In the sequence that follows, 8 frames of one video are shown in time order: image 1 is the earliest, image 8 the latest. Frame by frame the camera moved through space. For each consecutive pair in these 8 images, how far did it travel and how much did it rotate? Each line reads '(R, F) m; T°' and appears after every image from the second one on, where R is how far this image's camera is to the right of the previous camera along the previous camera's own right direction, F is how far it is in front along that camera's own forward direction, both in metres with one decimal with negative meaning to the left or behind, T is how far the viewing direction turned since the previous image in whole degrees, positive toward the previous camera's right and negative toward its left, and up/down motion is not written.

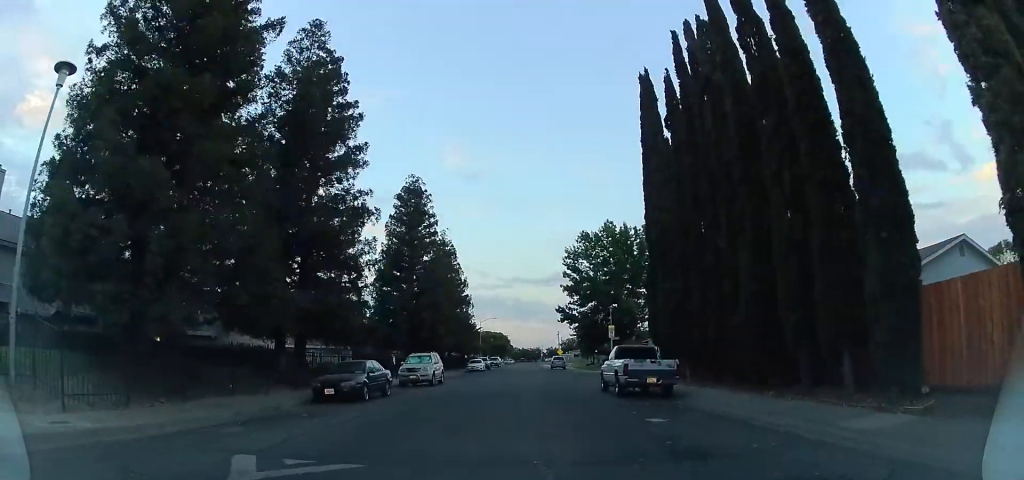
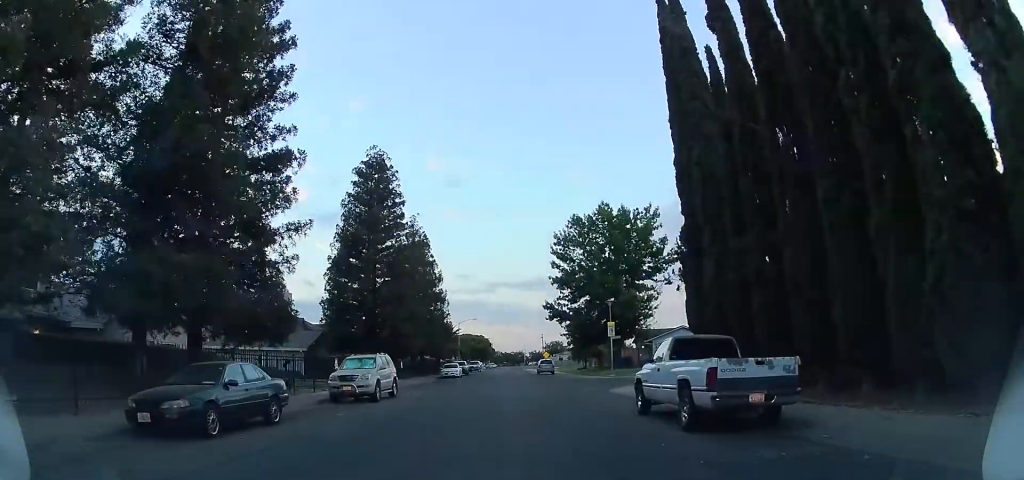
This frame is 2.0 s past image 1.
(0.0, +8.7) m; 0°
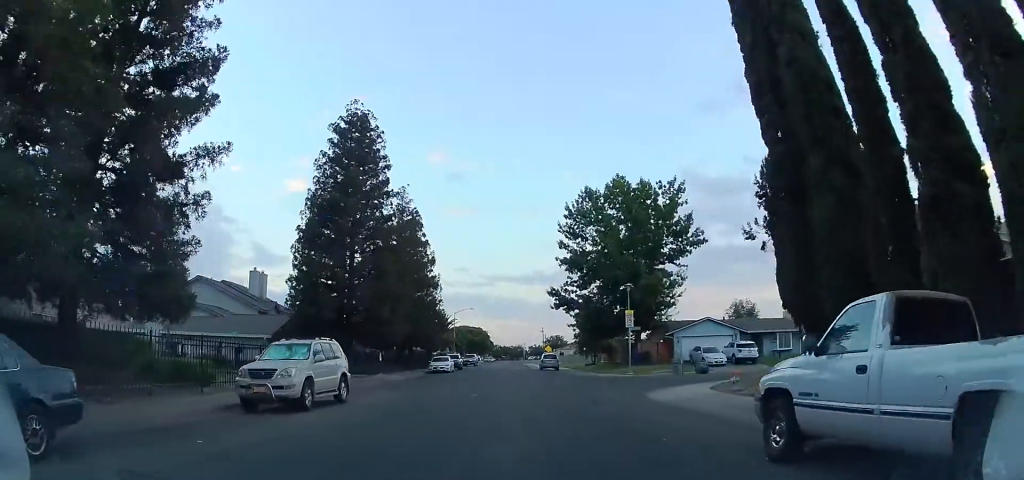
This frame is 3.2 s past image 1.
(0.0, +6.2) m; 0°
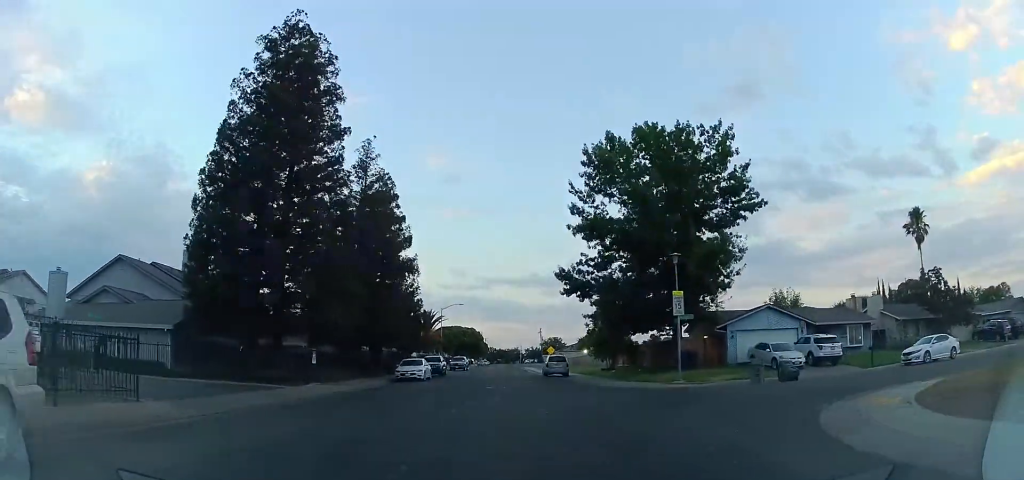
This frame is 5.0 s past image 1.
(0.0, +11.3) m; 0°
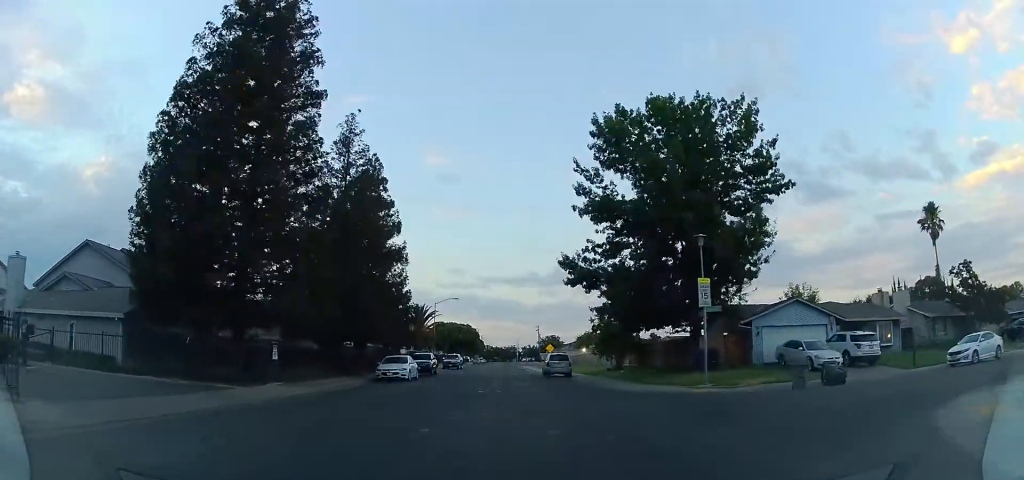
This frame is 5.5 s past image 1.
(0.0, +4.1) m; 0°
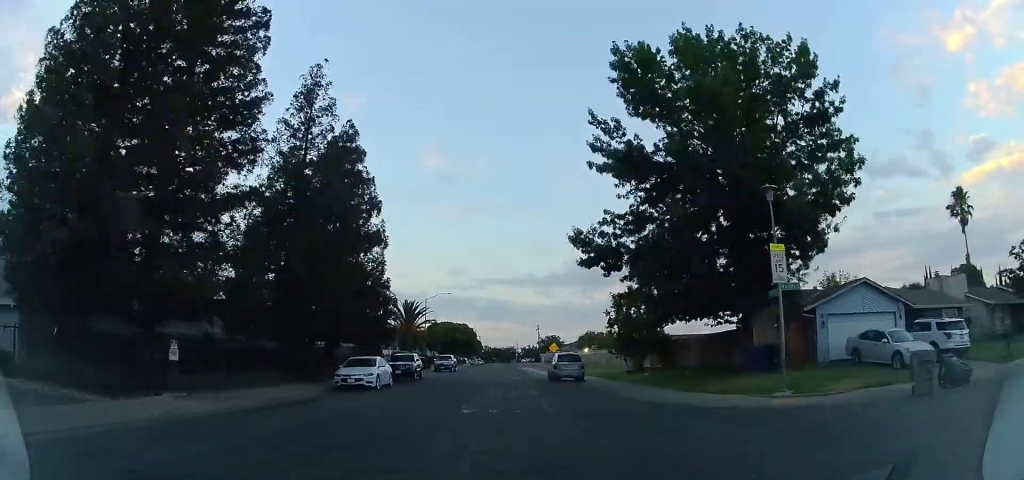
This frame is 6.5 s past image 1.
(0.0, +6.9) m; 0°
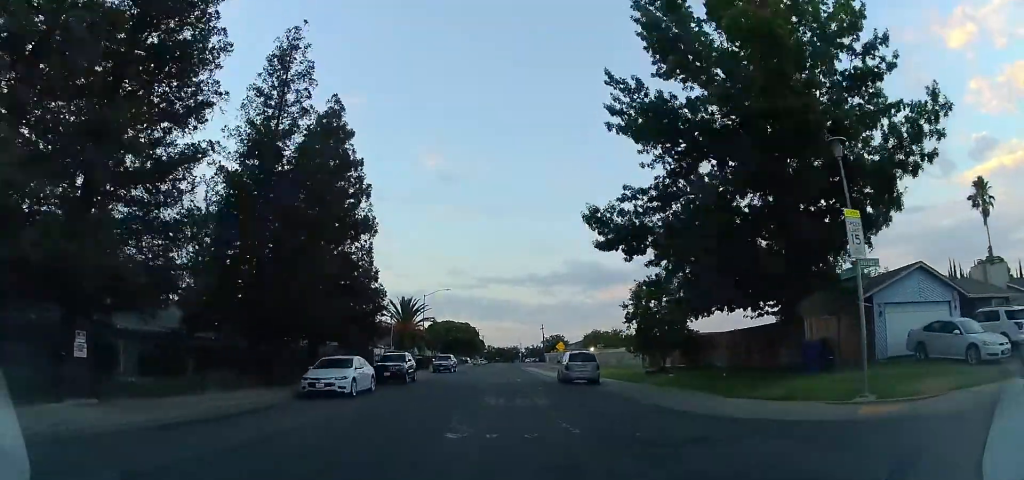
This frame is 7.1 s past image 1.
(0.0, +4.0) m; 0°
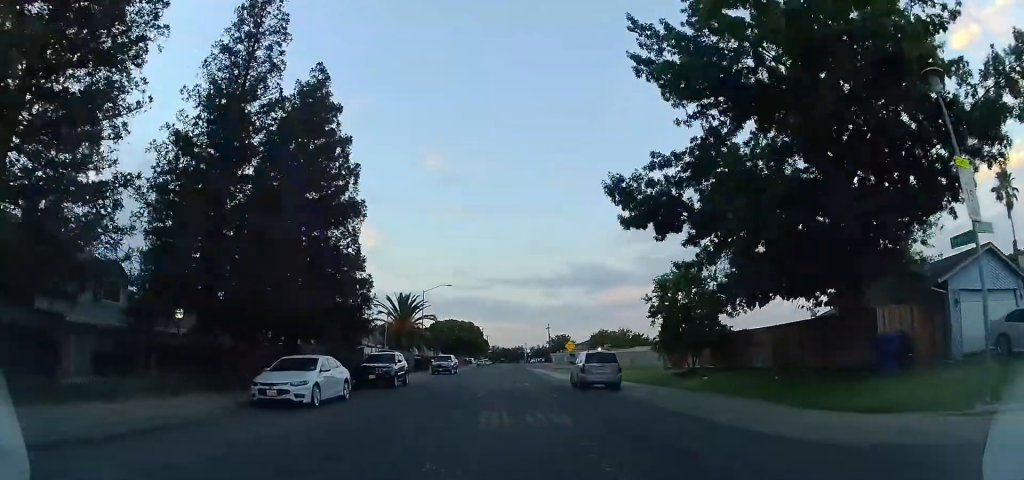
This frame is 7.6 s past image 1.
(0.0, +4.0) m; 0°
